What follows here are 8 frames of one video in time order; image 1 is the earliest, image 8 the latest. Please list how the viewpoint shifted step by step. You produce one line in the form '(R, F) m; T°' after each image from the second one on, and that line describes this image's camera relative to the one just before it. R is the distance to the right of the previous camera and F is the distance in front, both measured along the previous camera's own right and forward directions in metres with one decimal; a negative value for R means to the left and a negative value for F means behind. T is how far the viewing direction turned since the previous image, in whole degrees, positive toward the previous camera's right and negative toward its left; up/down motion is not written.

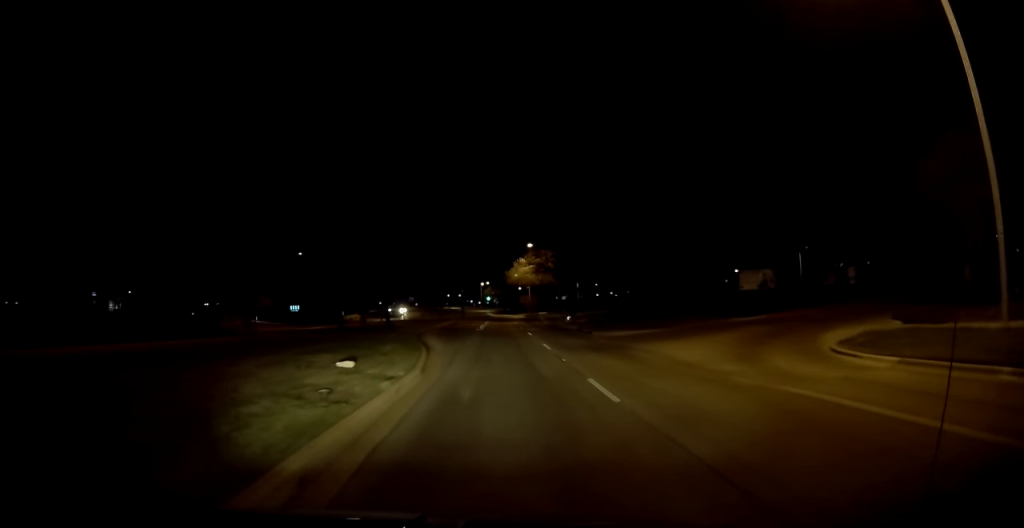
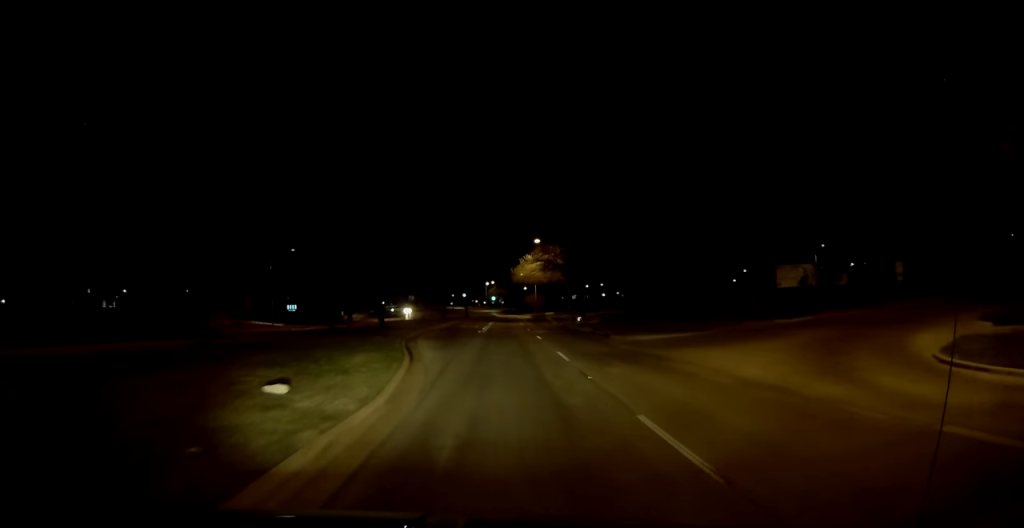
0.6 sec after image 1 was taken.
(0.0, +4.5) m; 0°
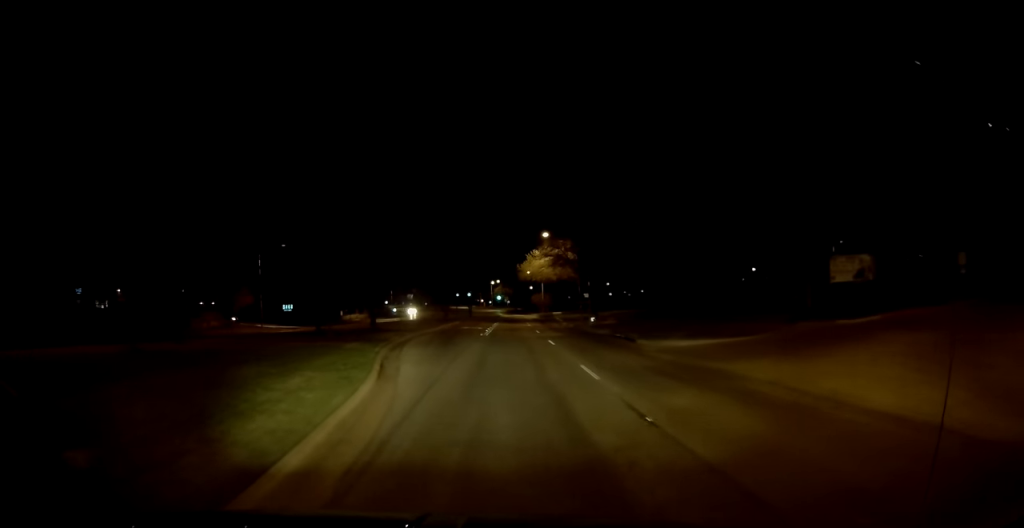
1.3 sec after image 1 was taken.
(0.0, +5.0) m; 0°
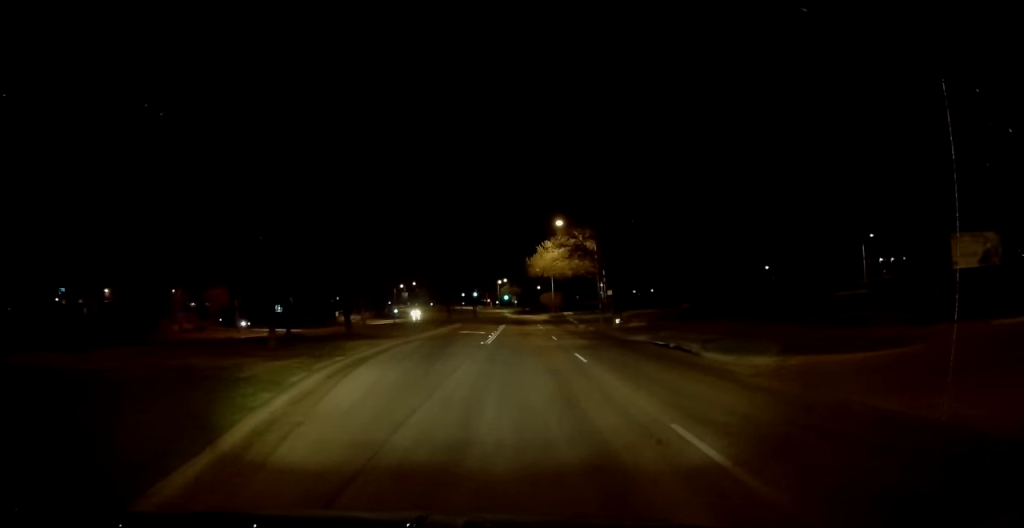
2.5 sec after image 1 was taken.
(0.0, +8.1) m; -2°
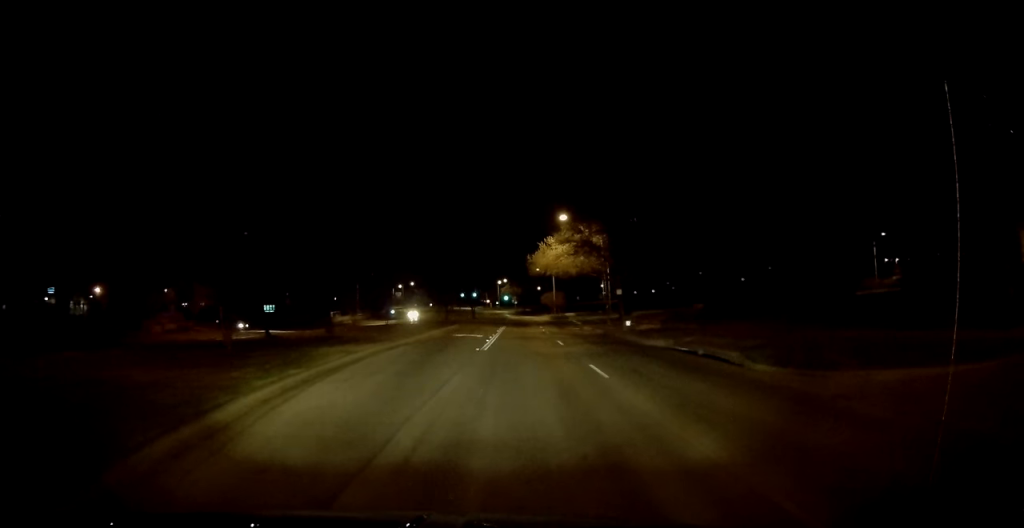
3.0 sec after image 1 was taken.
(-0.1, +3.7) m; 0°
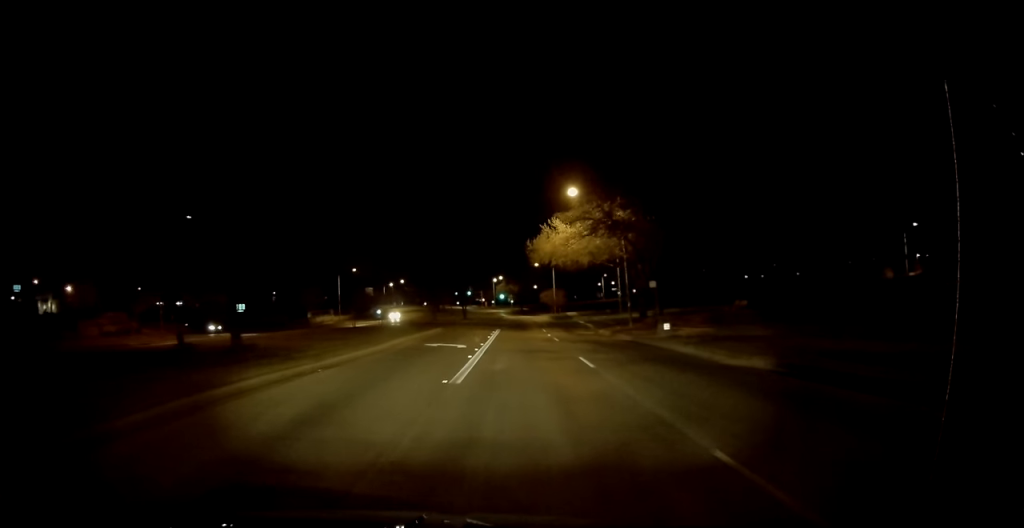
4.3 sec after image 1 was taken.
(+0.1, +10.1) m; +1°
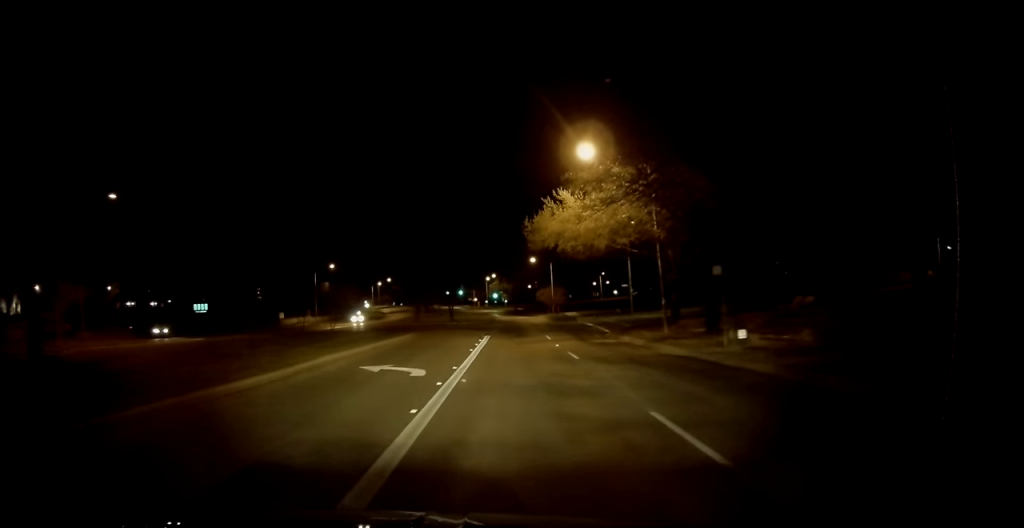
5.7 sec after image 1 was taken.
(0.0, +10.1) m; 0°
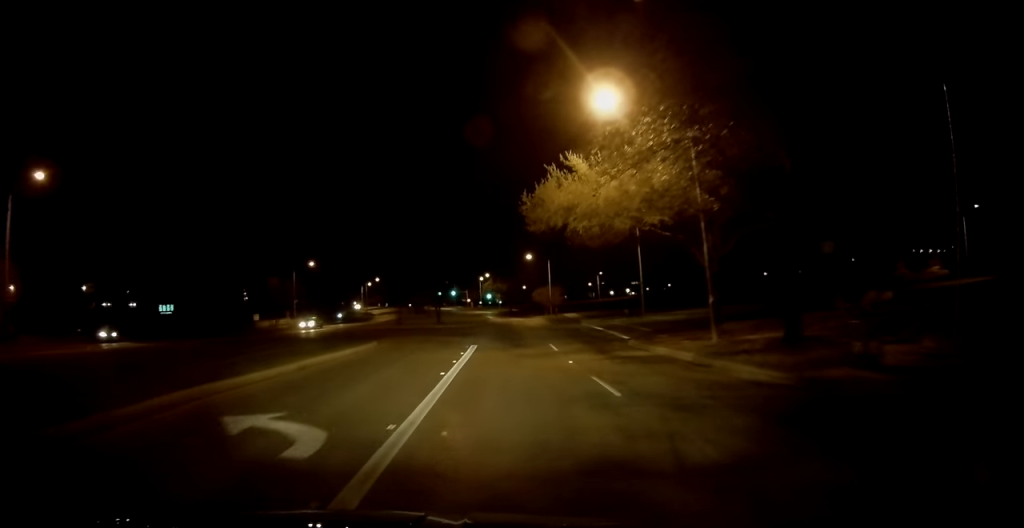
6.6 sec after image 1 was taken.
(0.0, +7.6) m; 0°
